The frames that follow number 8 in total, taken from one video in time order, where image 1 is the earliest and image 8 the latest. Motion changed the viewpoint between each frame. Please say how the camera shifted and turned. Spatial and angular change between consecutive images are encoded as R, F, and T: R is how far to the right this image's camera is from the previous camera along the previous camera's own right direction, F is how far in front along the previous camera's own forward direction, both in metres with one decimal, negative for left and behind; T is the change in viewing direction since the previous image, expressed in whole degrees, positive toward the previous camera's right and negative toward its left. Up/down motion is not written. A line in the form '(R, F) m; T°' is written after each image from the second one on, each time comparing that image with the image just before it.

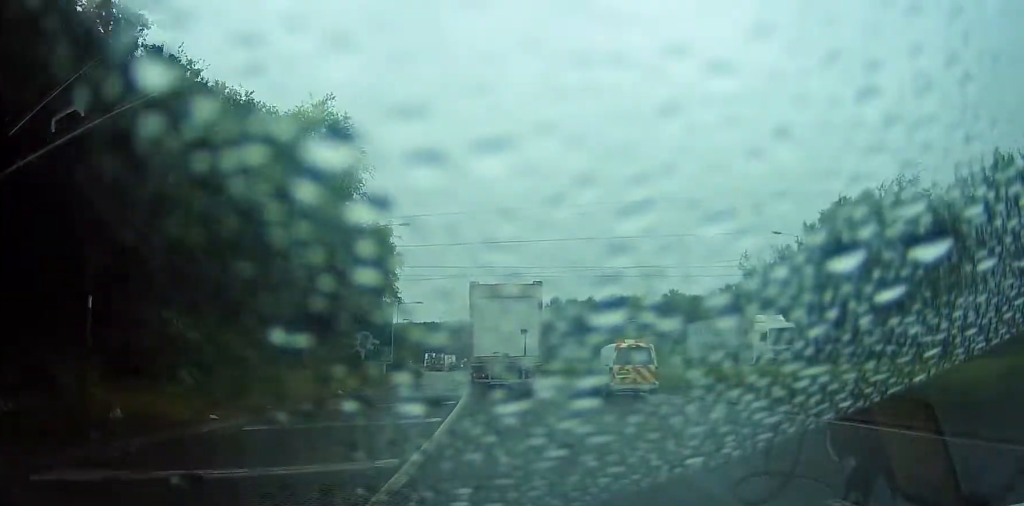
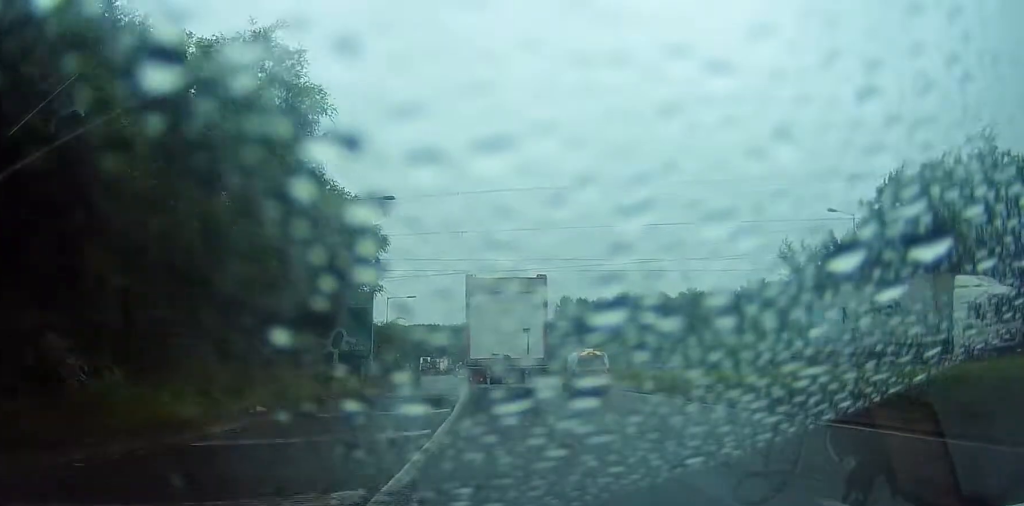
(0.0, +9.6) m; 0°
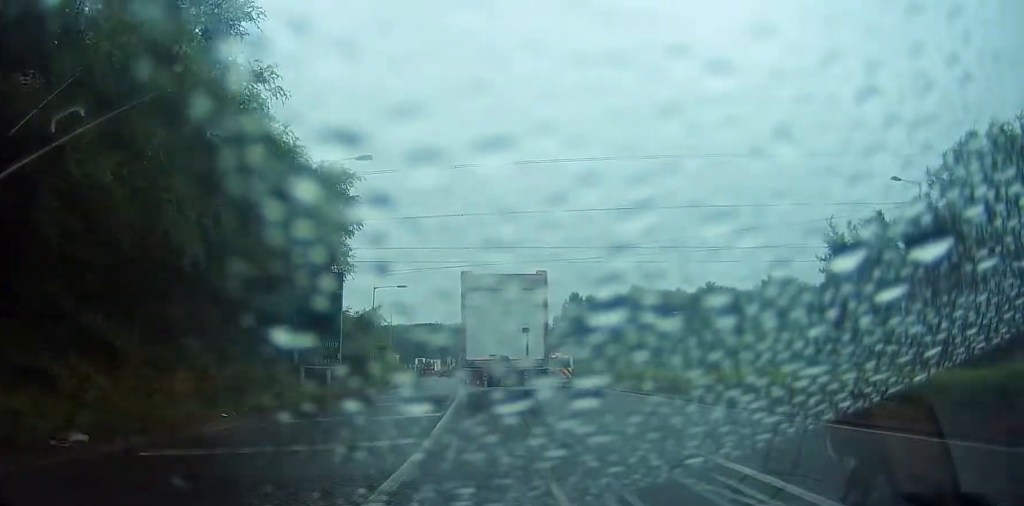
(-0.1, +9.5) m; -1°
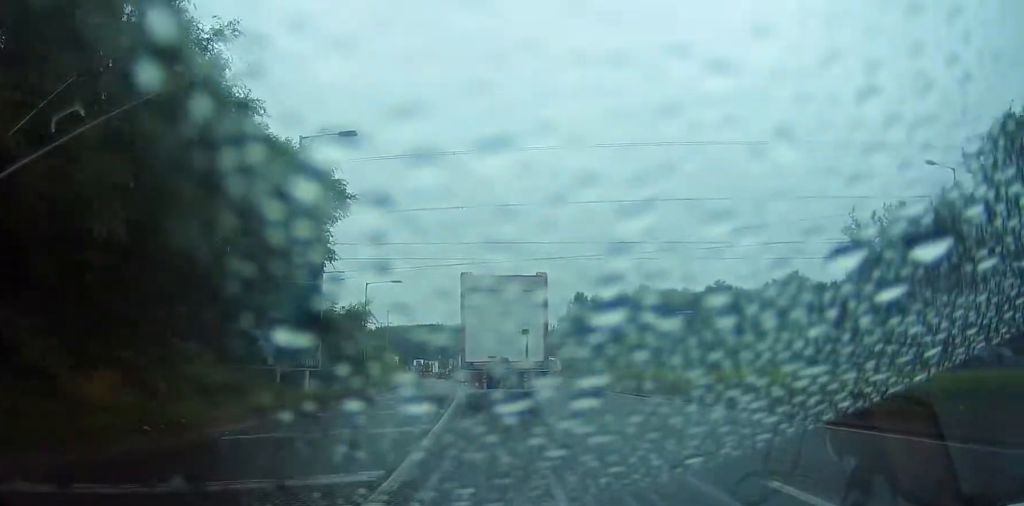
(0.0, +3.9) m; 0°
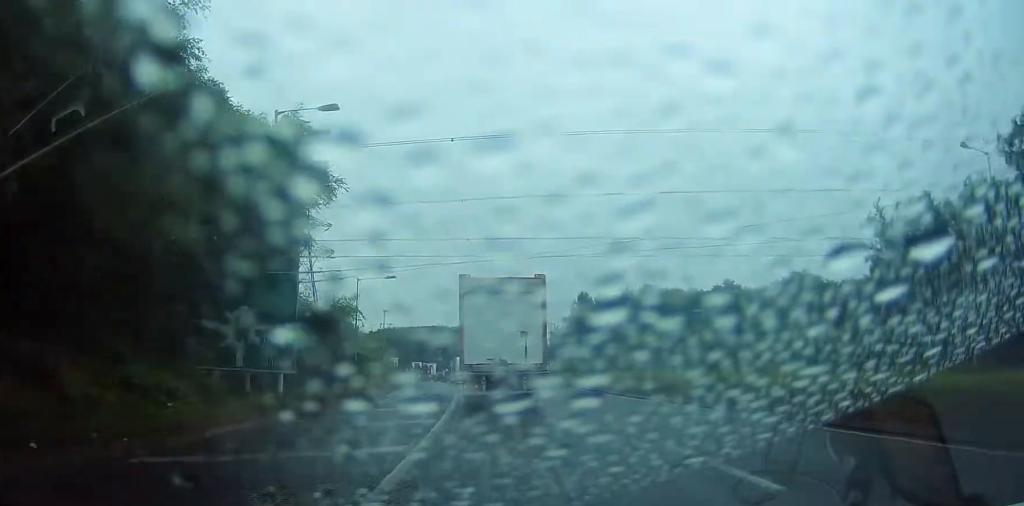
(0.0, +3.5) m; 0°
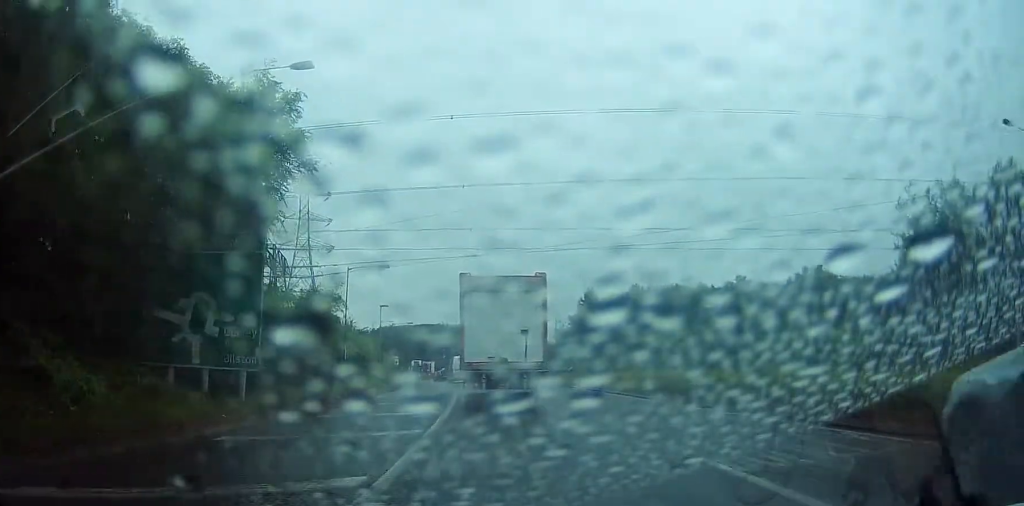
(0.0, +3.9) m; 0°
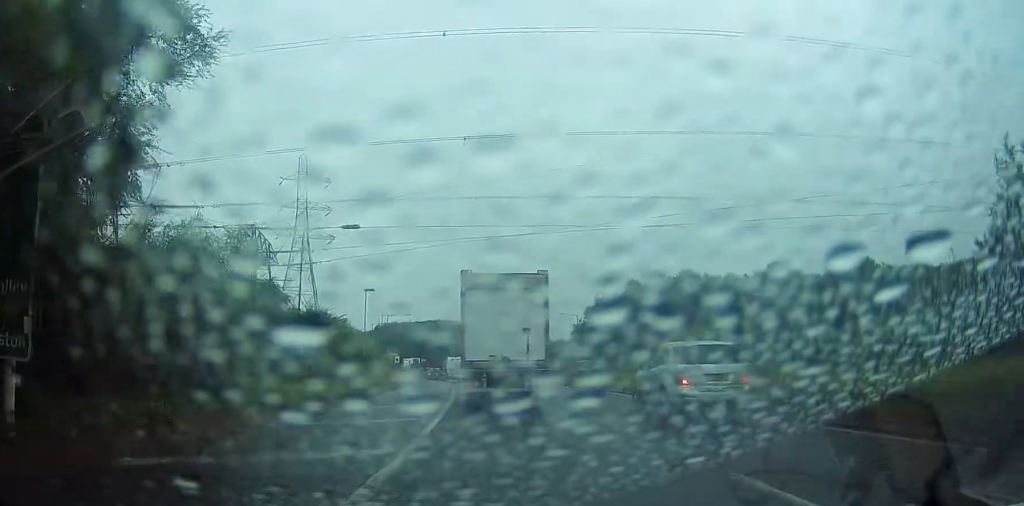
(0.0, +7.6) m; 0°
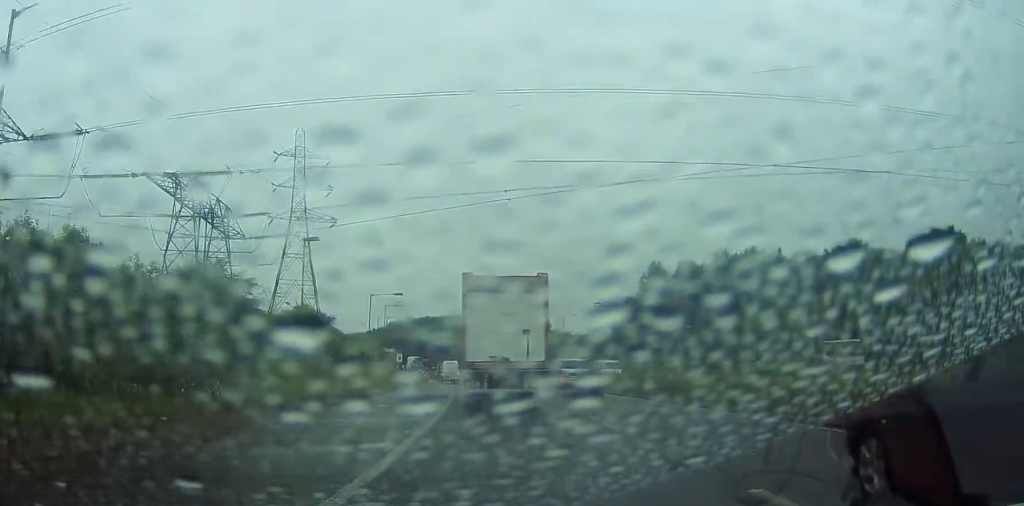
(-0.1, +15.7) m; -2°
